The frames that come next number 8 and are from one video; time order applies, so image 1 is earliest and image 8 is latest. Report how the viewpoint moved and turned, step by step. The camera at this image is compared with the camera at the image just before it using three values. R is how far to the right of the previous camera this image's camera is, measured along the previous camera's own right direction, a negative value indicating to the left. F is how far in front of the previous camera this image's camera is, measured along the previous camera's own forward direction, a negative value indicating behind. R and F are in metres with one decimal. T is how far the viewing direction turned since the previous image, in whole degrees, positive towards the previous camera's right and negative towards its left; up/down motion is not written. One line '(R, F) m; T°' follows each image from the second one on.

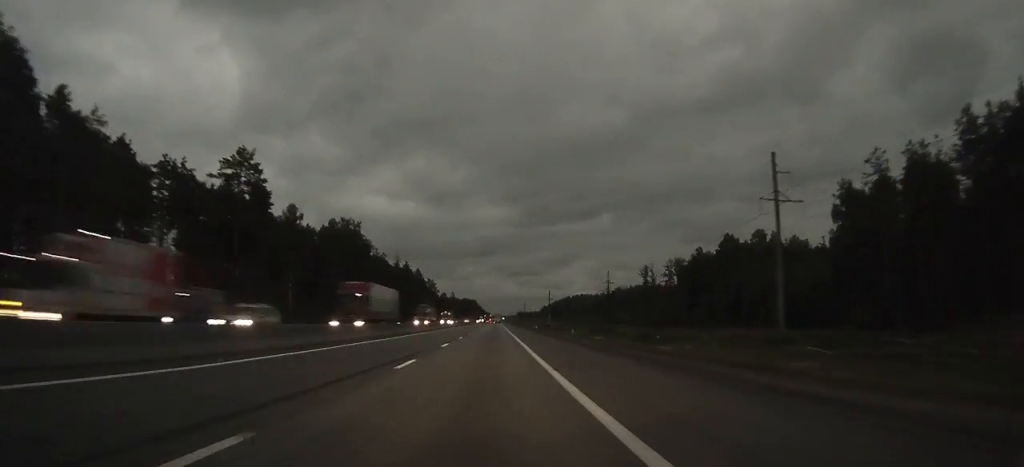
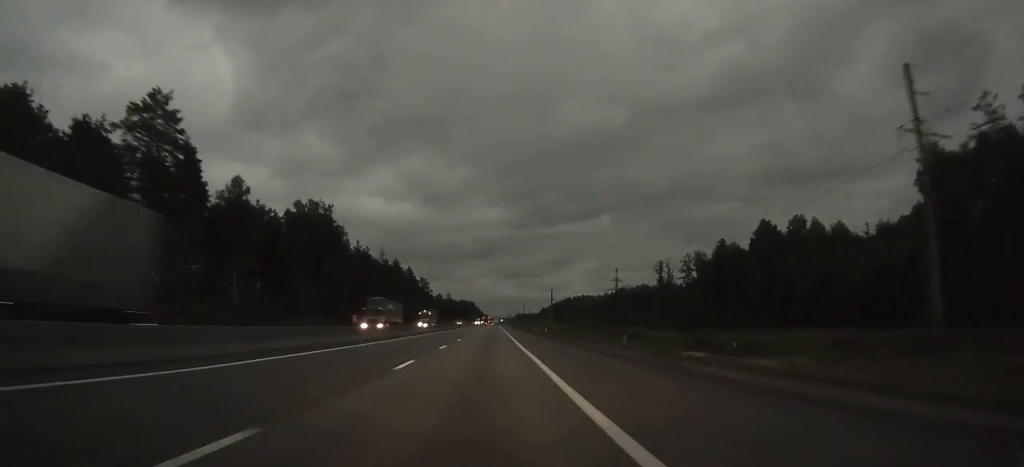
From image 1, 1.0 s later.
(0.0, +23.5) m; 0°
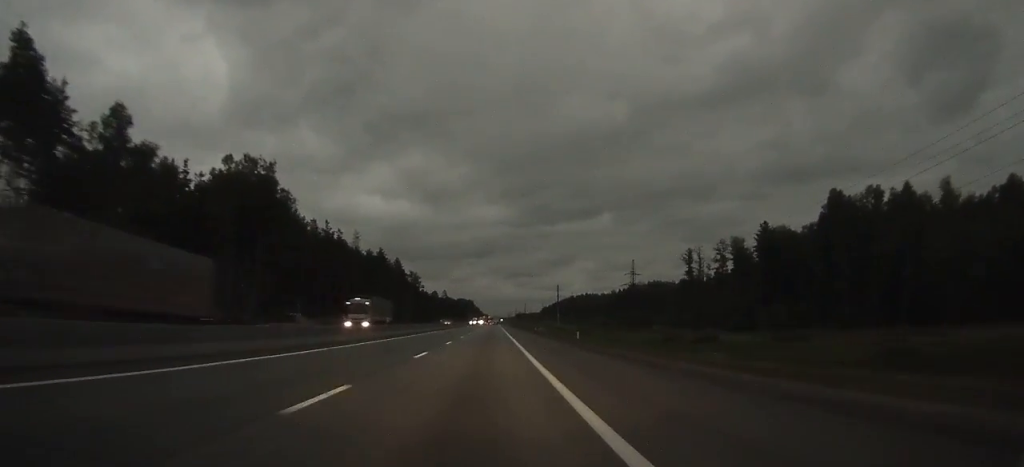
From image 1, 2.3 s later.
(0.0, +31.5) m; 0°
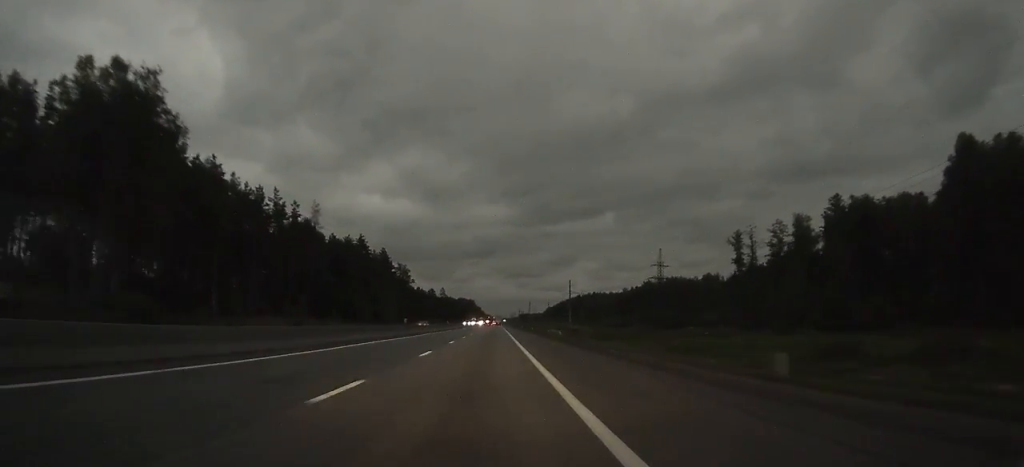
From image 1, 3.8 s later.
(0.0, +34.7) m; 0°
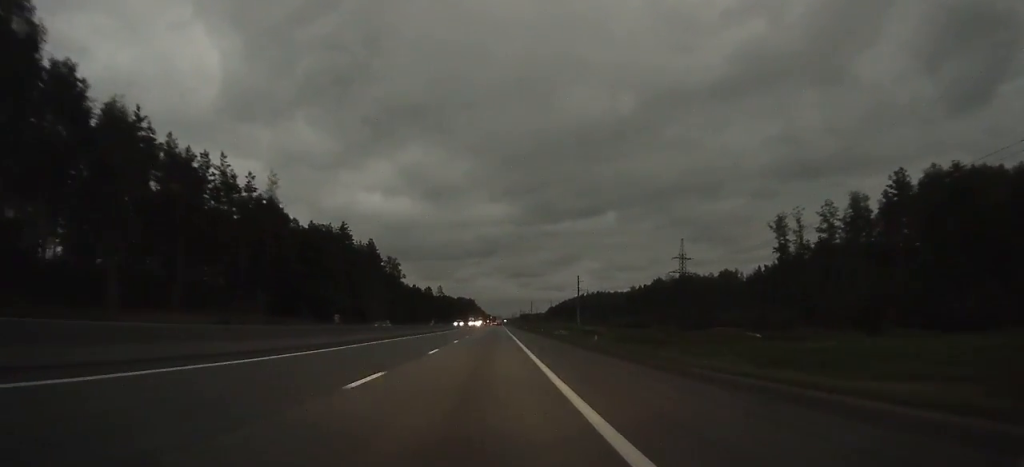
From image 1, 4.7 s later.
(0.0, +22.1) m; 0°
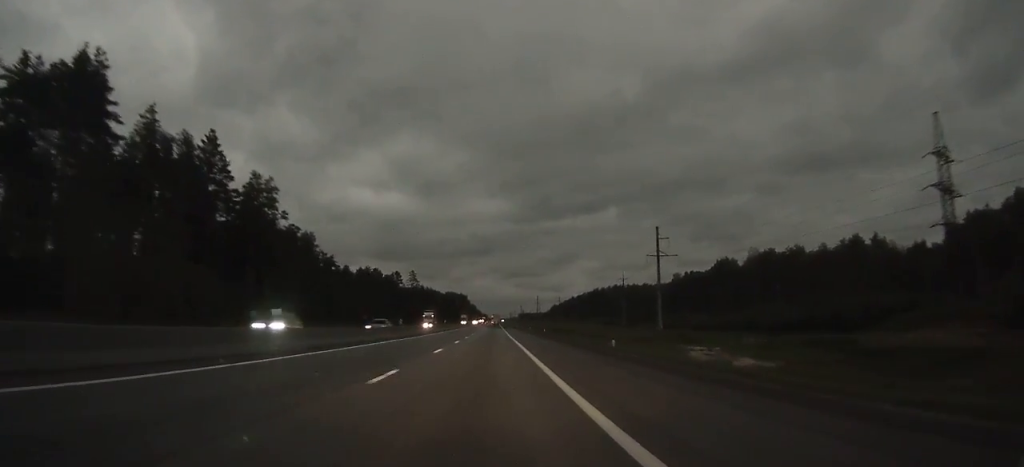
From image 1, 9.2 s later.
(-0.4, +106.1) m; 0°
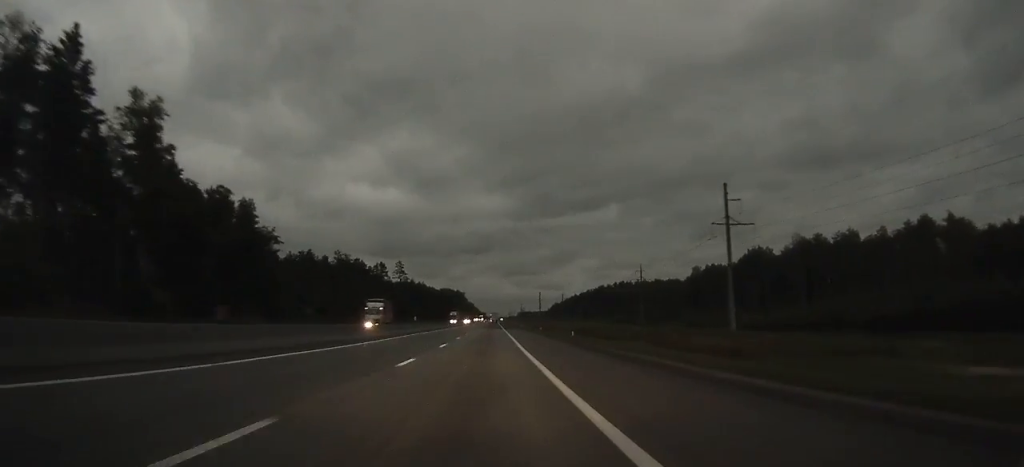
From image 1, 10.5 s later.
(+0.1, +31.9) m; 0°
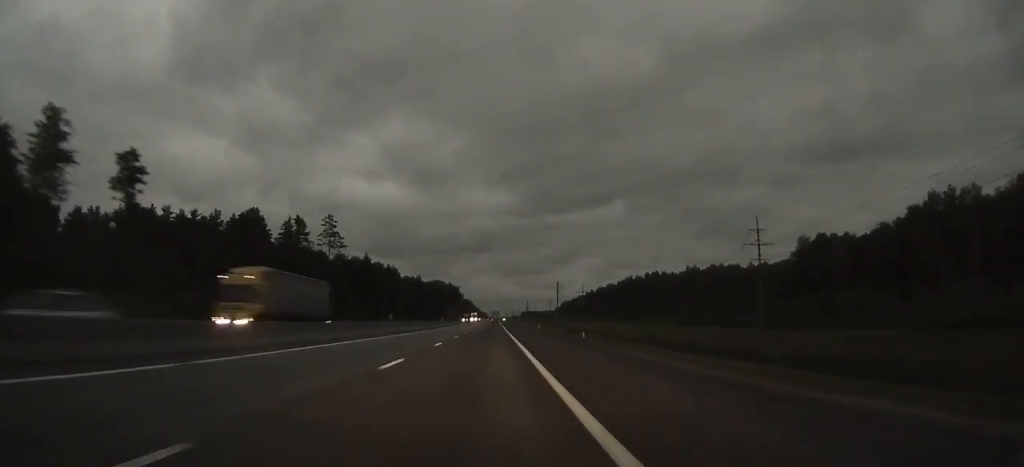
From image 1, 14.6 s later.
(+0.2, +97.2) m; 0°
